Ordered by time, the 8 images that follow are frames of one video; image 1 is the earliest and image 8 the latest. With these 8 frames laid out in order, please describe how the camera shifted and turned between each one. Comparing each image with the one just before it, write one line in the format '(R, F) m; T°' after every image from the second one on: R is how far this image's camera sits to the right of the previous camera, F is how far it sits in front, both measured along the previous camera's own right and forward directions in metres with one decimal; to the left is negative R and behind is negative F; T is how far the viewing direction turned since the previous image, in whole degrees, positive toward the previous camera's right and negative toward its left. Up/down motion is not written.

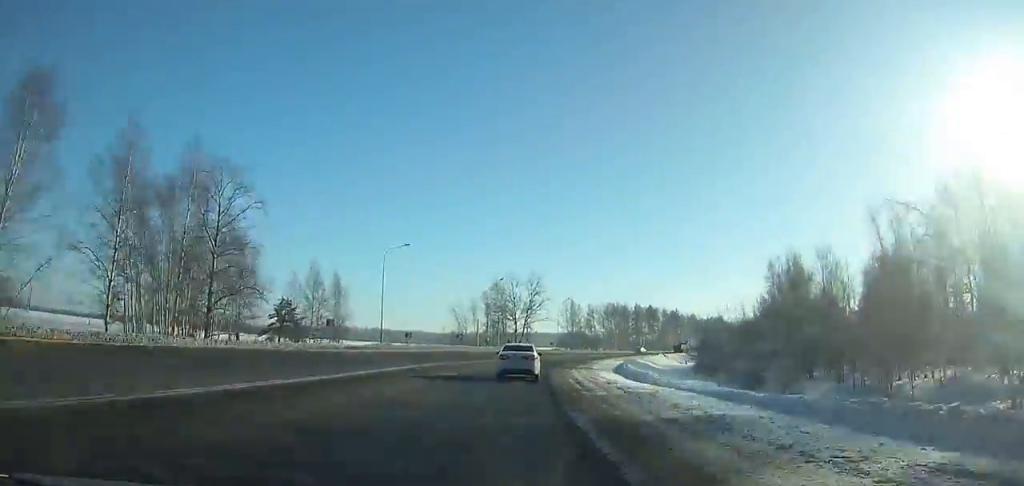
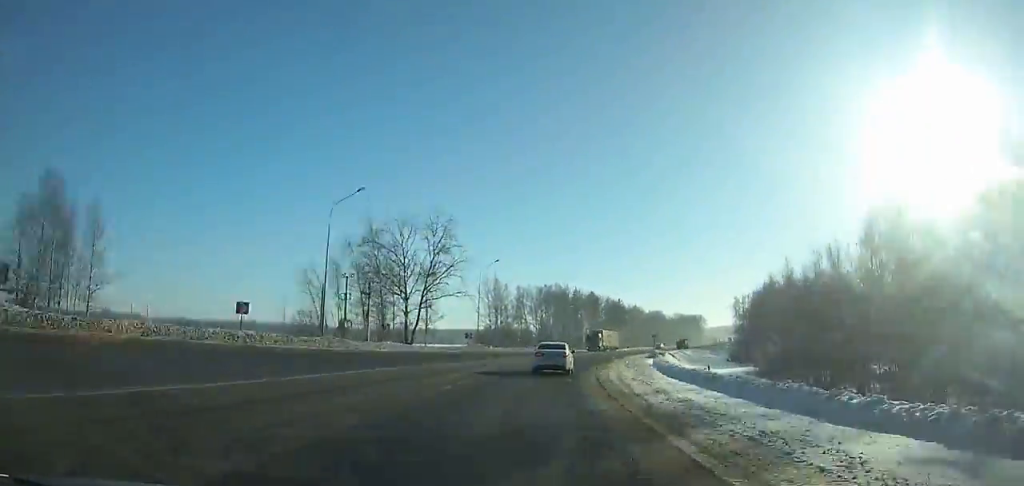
(+3.0, +52.3) m; +10°
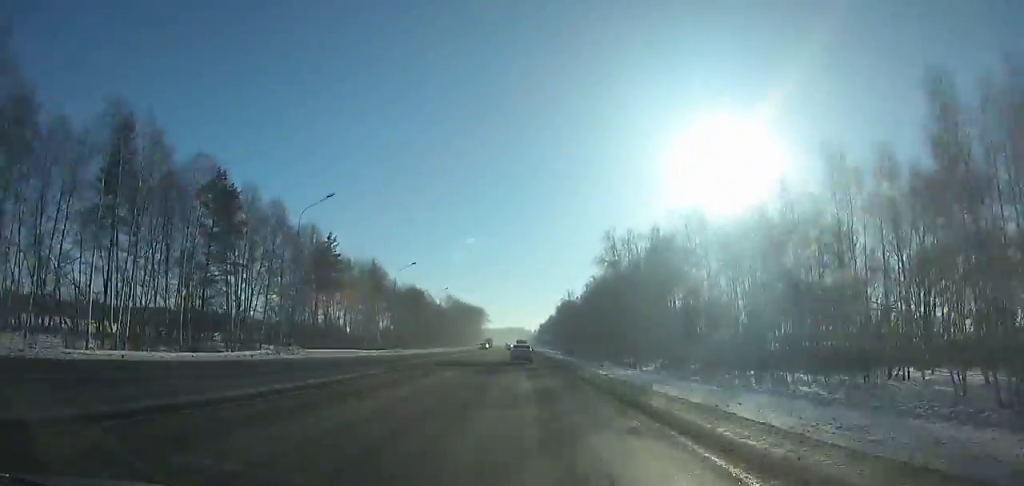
(+27.1, +134.6) m; +15°
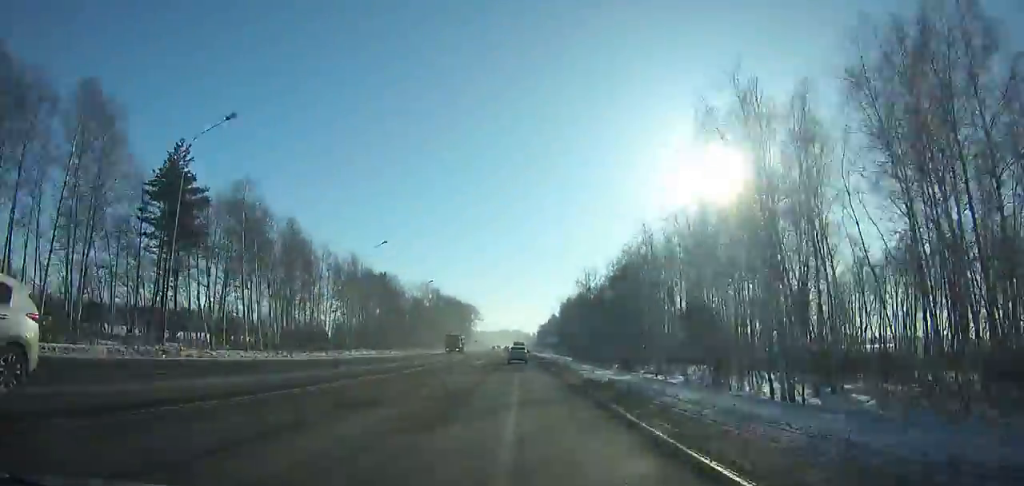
(+0.2, +50.9) m; 0°
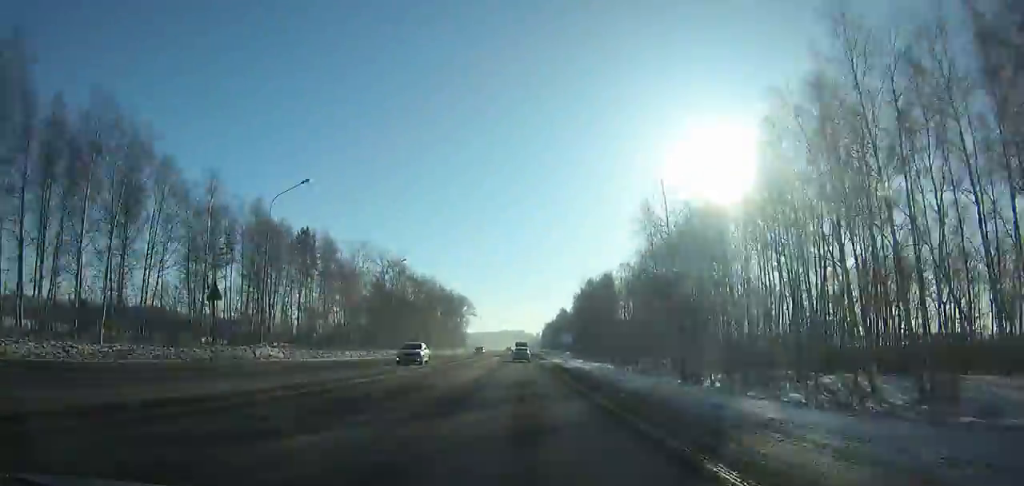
(-0.1, +58.9) m; 0°
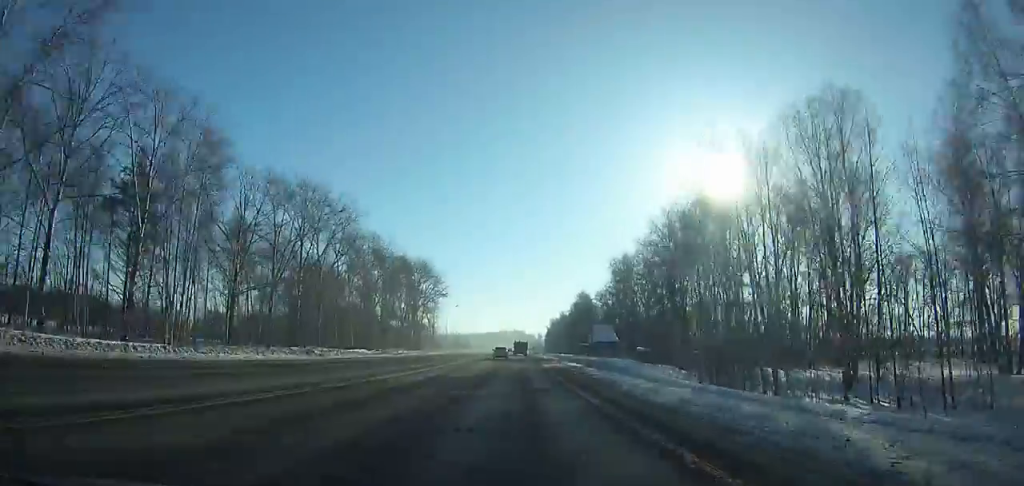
(-0.1, +95.3) m; 0°
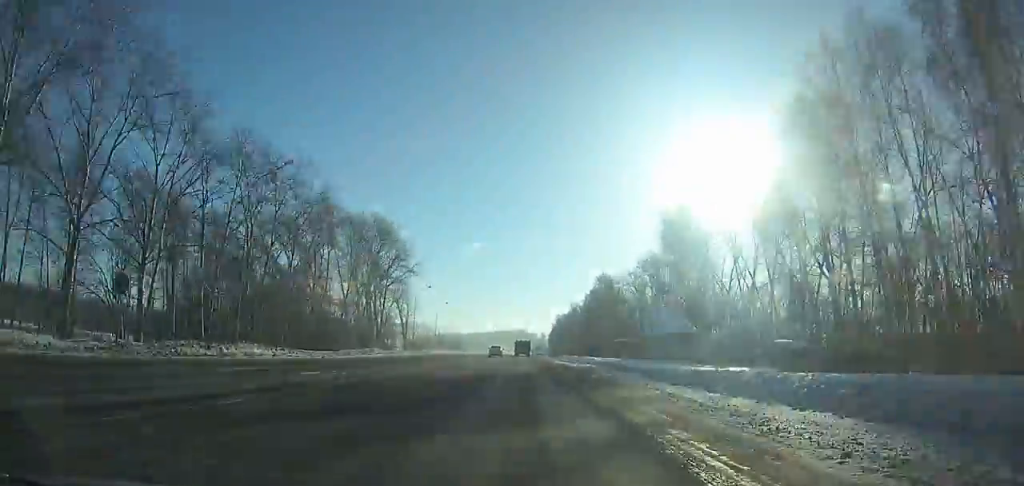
(-0.1, +46.9) m; 0°
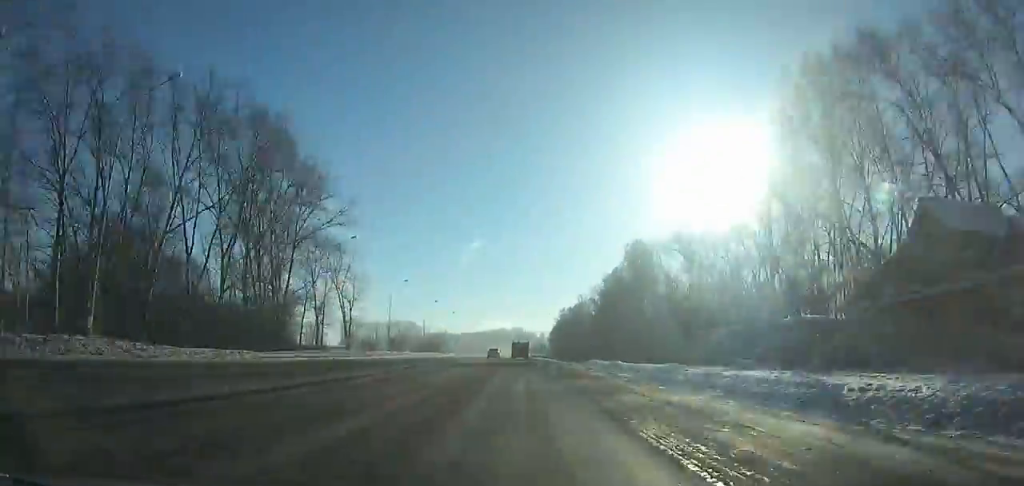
(+0.1, +47.0) m; 0°
